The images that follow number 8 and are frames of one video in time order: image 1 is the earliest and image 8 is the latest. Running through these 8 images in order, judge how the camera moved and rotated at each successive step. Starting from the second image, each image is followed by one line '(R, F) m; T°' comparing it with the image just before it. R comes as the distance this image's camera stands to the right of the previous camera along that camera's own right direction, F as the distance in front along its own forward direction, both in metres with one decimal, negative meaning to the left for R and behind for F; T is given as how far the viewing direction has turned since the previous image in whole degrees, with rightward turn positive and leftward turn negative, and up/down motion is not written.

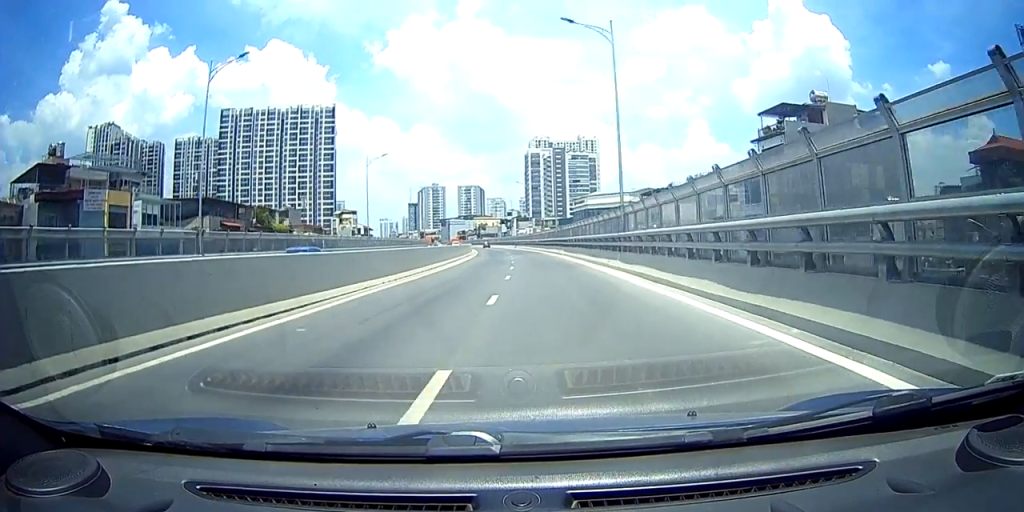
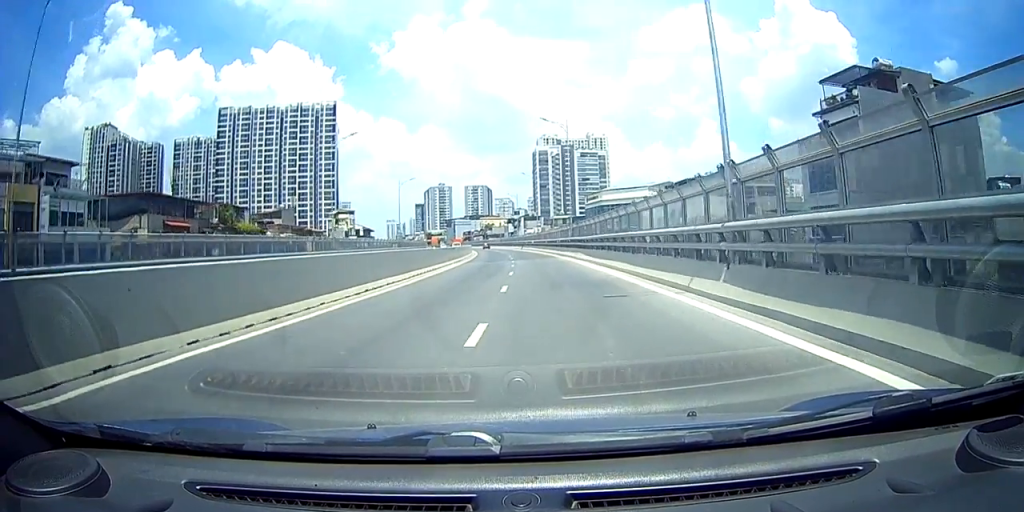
(-0.2, +11.1) m; -1°
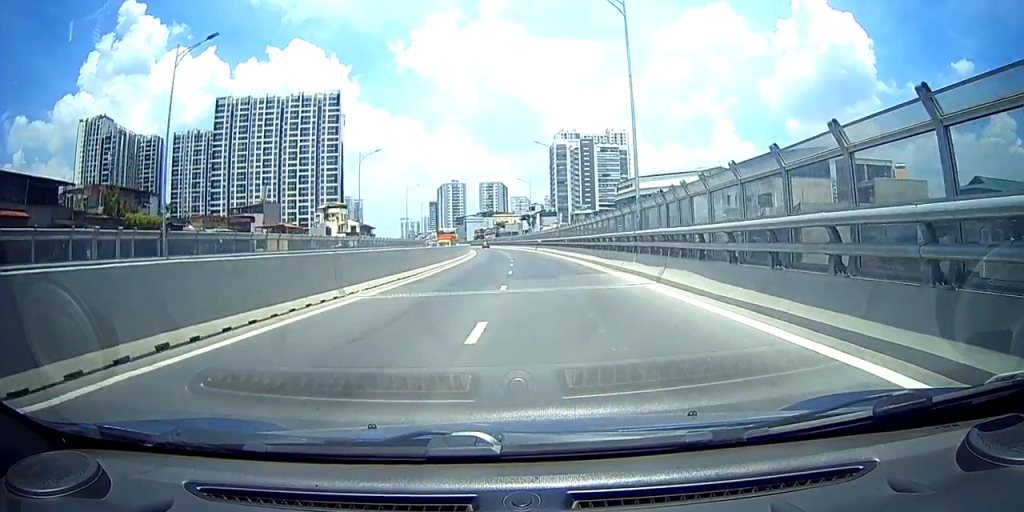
(-0.3, +21.0) m; -1°
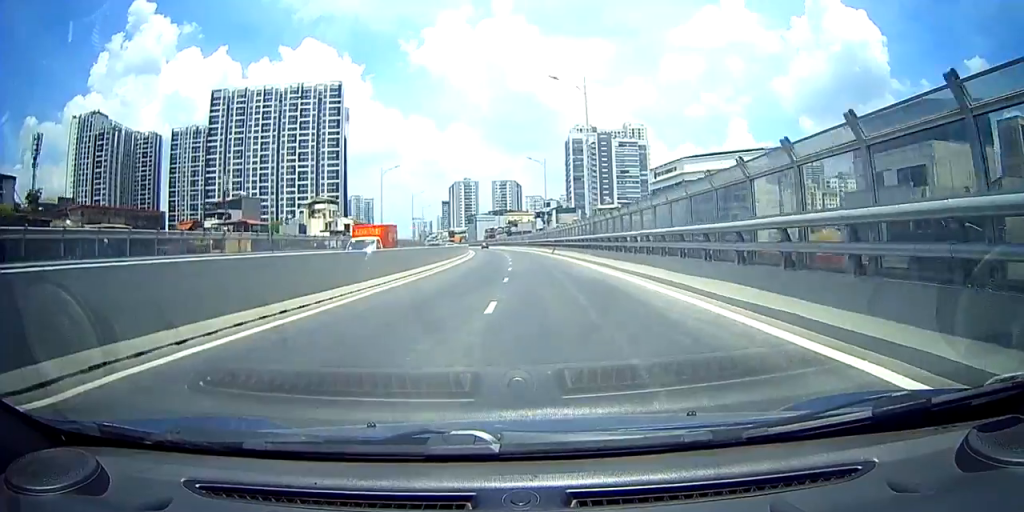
(0.0, +19.6) m; 0°
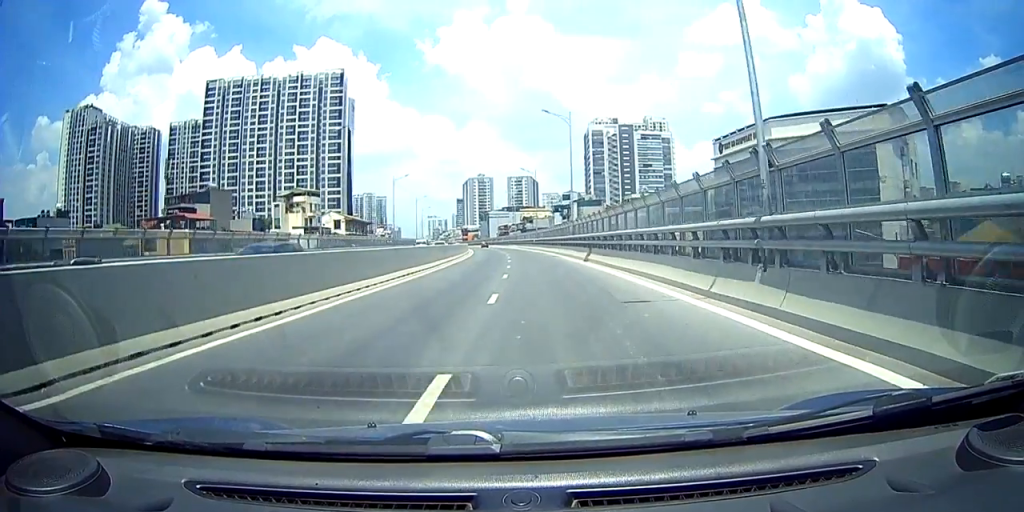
(0.0, +20.4) m; 0°
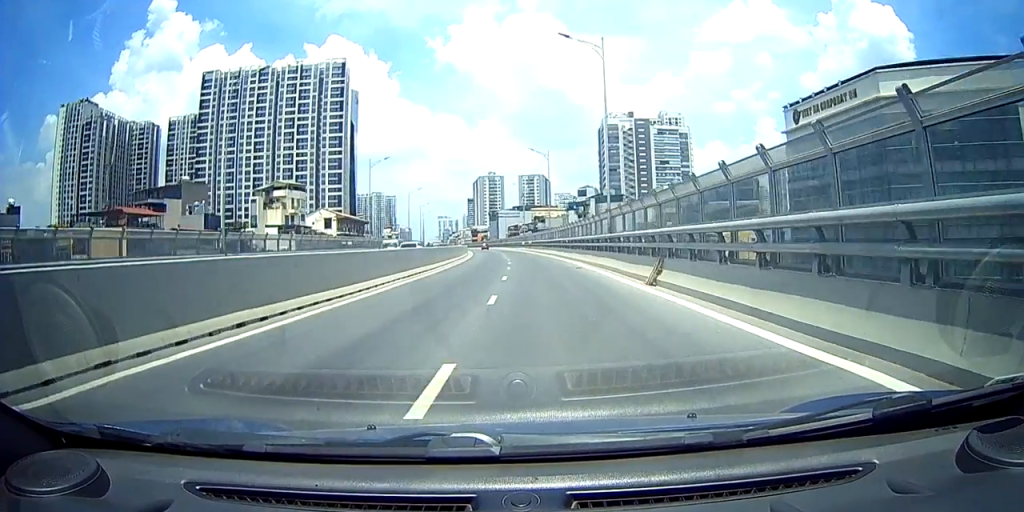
(0.0, +14.0) m; 0°
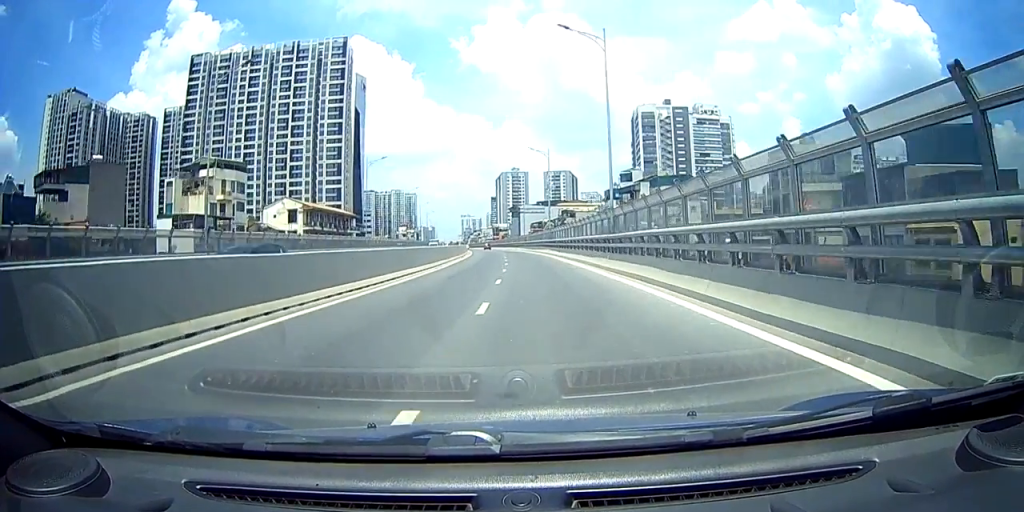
(0.0, +31.7) m; -1°
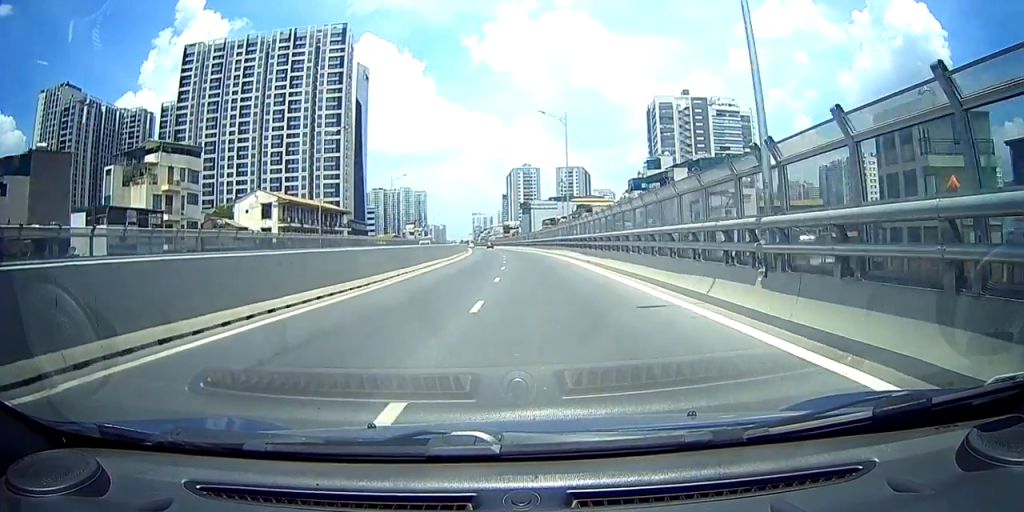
(+0.1, +14.1) m; -3°
